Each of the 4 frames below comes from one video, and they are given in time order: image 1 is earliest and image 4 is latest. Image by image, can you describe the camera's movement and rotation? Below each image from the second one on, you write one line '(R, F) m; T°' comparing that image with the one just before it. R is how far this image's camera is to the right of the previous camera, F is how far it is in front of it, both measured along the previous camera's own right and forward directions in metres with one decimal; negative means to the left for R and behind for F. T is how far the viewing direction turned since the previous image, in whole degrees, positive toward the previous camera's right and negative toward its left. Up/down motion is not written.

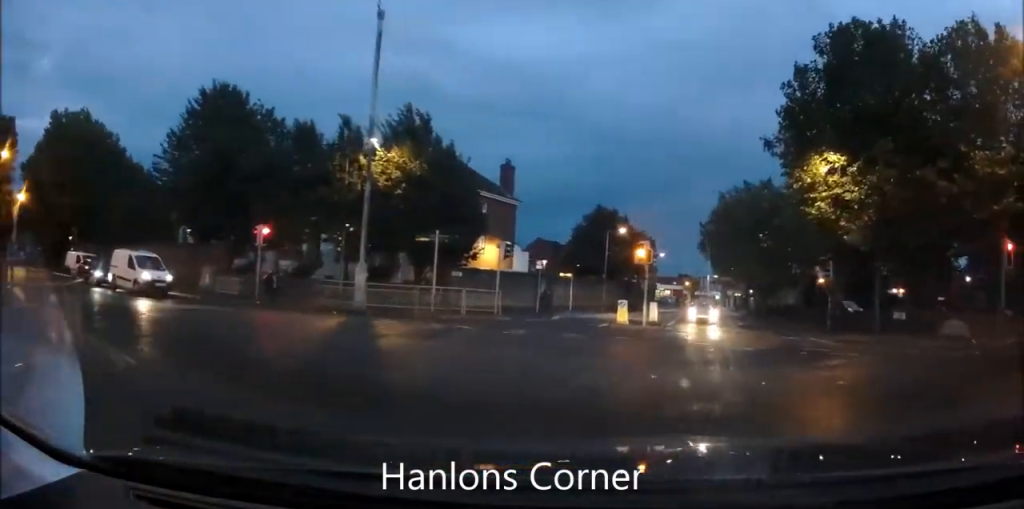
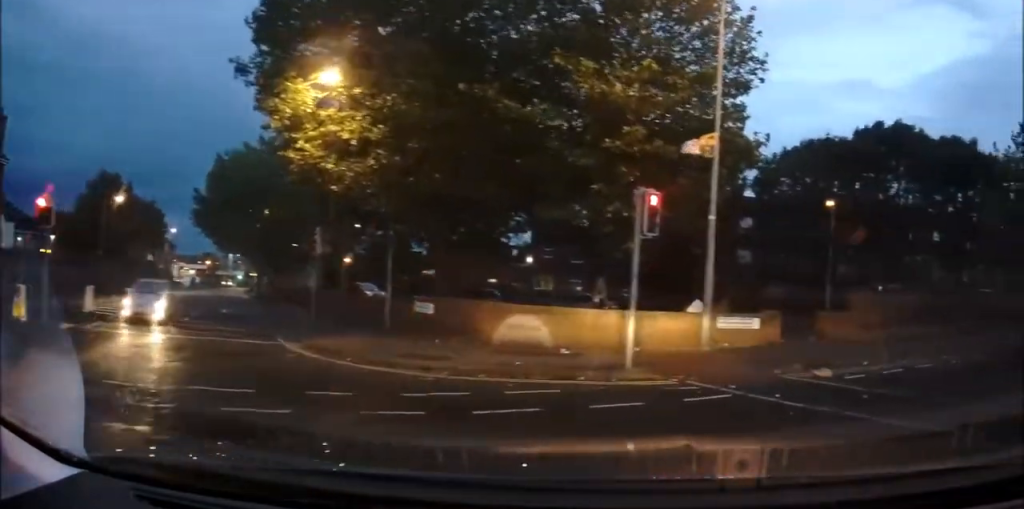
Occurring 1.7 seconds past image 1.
(+3.4, +7.6) m; +48°
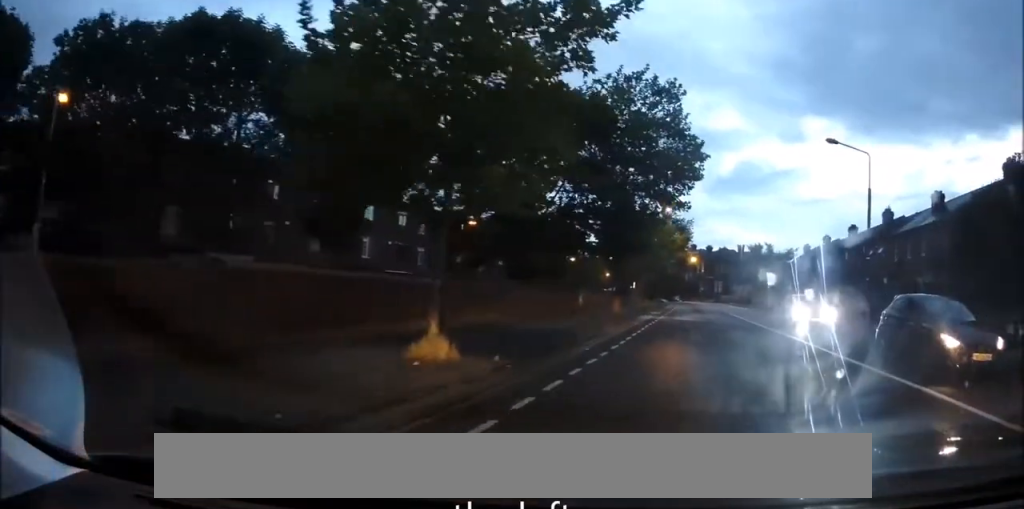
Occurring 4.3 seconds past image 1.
(+6.1, +12.2) m; +43°
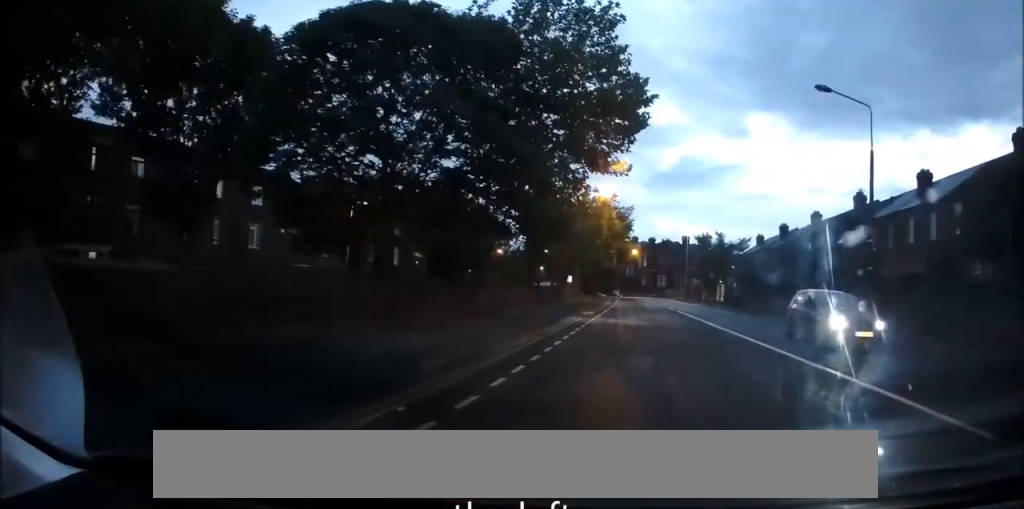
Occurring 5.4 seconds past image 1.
(+0.6, +7.5) m; +4°
